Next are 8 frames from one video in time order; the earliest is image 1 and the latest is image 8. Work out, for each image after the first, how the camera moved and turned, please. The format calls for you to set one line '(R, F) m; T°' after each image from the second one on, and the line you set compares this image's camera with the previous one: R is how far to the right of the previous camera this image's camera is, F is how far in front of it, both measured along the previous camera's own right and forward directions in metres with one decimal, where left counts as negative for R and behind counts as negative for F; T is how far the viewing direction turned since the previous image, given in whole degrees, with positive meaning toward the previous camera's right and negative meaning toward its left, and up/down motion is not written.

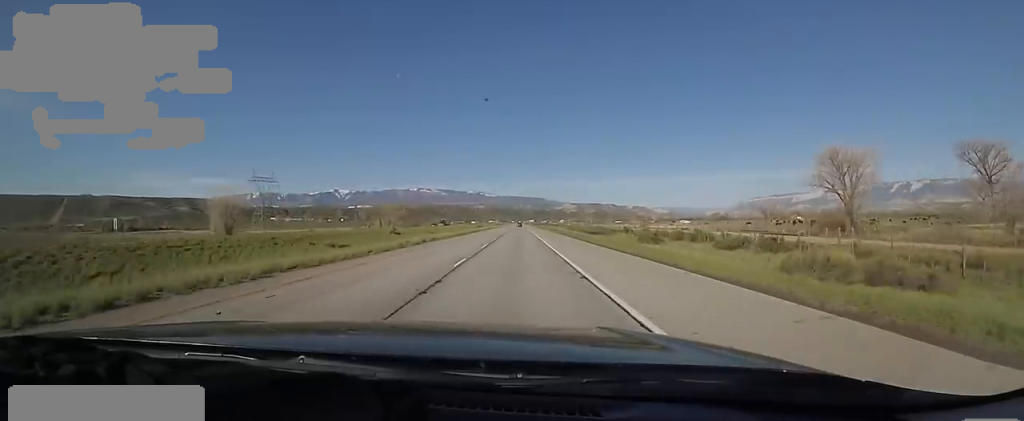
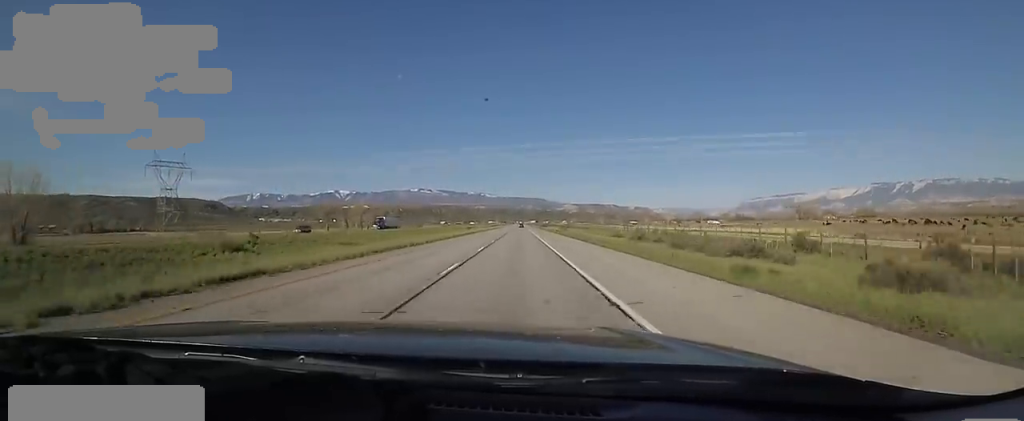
(-0.5, +62.4) m; 0°
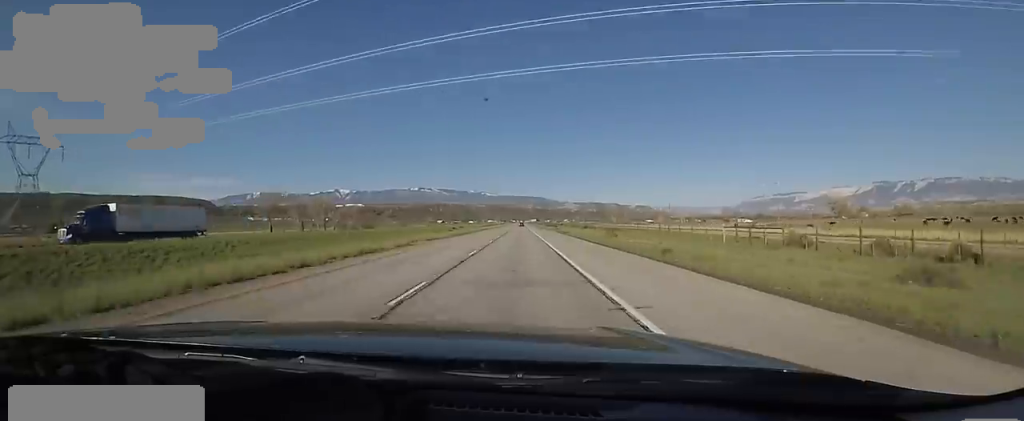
(+0.1, +52.5) m; 0°
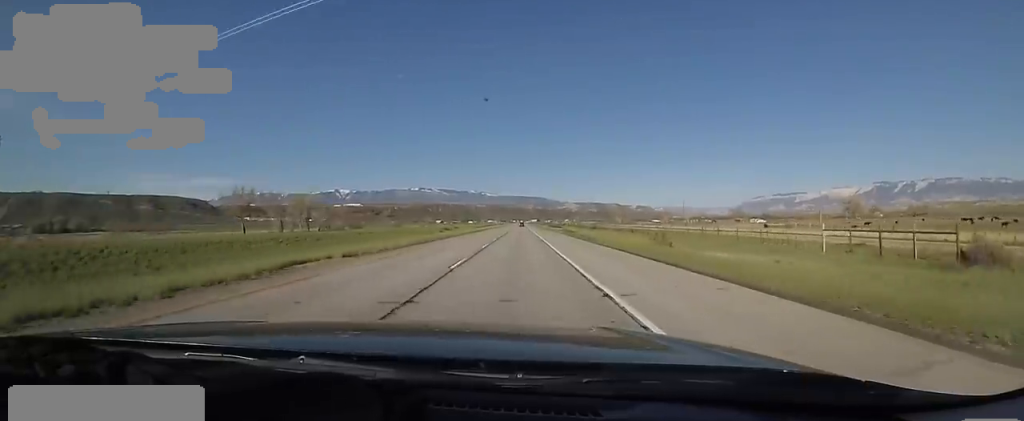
(+0.3, +17.8) m; 0°
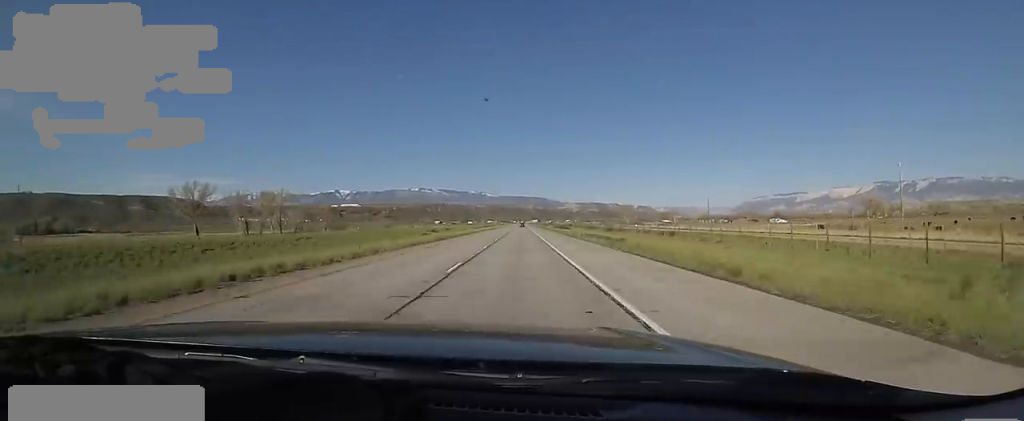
(-0.1, +24.3) m; 0°
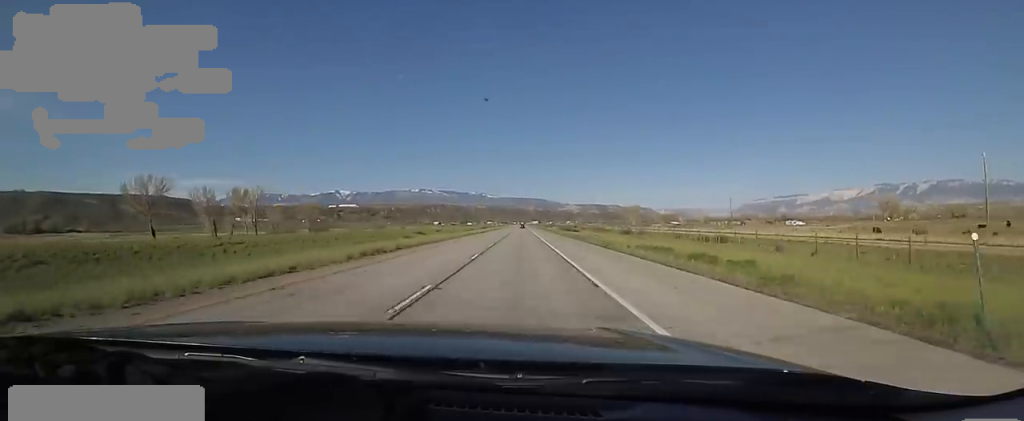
(-0.3, +17.7) m; 0°
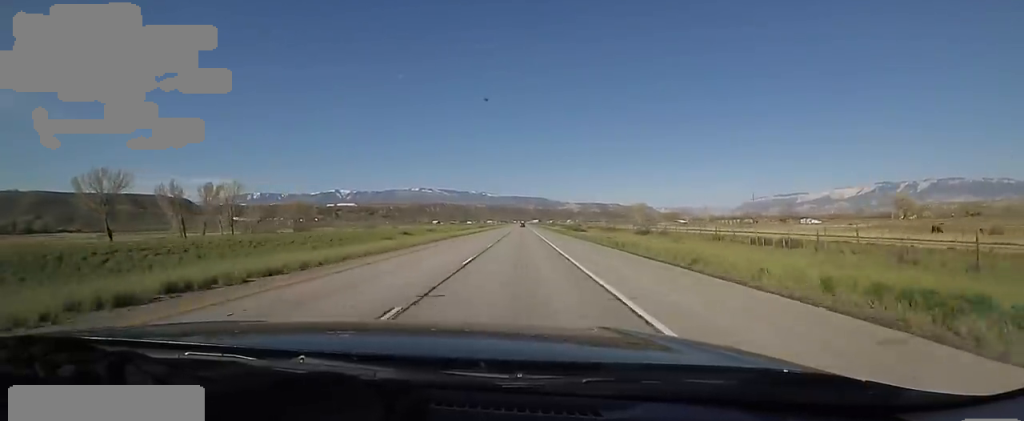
(+0.2, +14.5) m; 0°
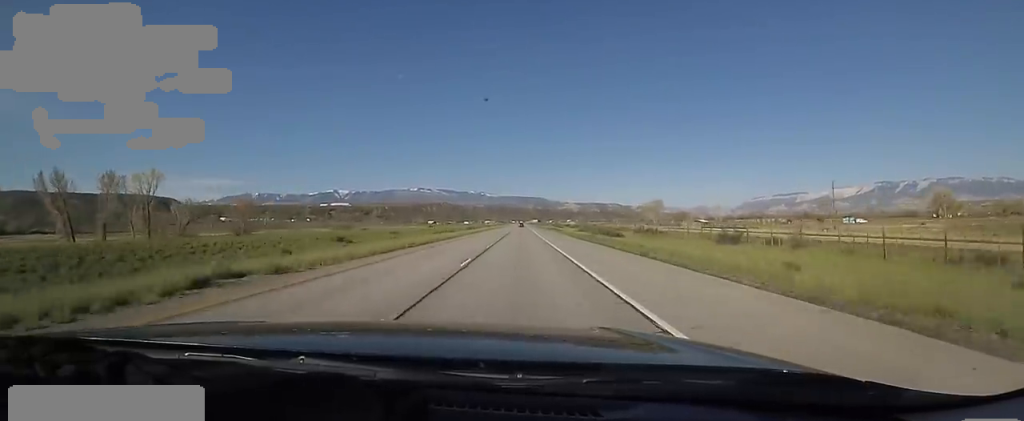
(+0.4, +36.7) m; 0°
